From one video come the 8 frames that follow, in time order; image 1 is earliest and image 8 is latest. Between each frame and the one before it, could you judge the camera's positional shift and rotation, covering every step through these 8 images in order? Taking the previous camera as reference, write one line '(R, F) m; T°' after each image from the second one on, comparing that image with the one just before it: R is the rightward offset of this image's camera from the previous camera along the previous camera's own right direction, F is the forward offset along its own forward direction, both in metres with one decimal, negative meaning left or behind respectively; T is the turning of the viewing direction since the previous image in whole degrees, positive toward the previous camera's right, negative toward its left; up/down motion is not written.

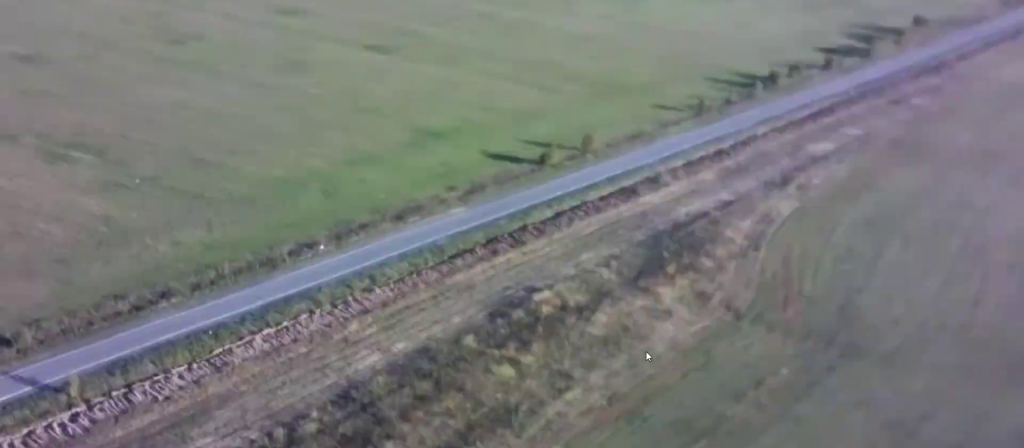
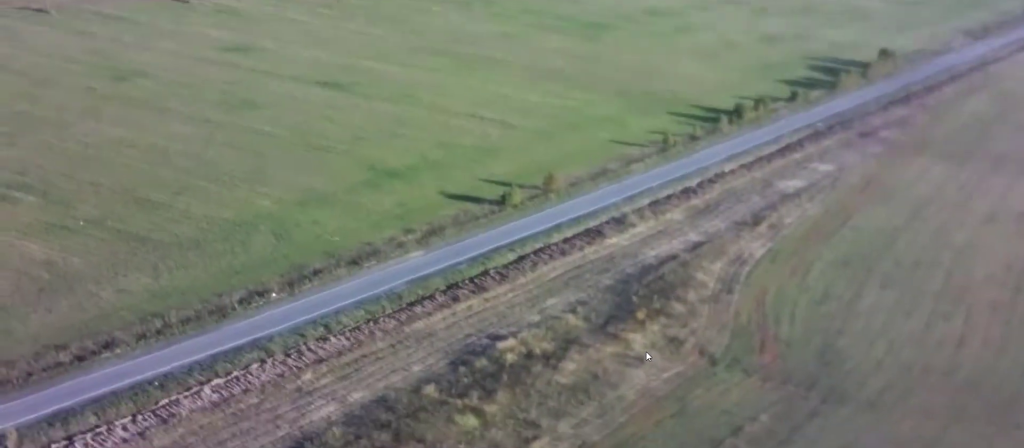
(-0.2, +11.4) m; -2°
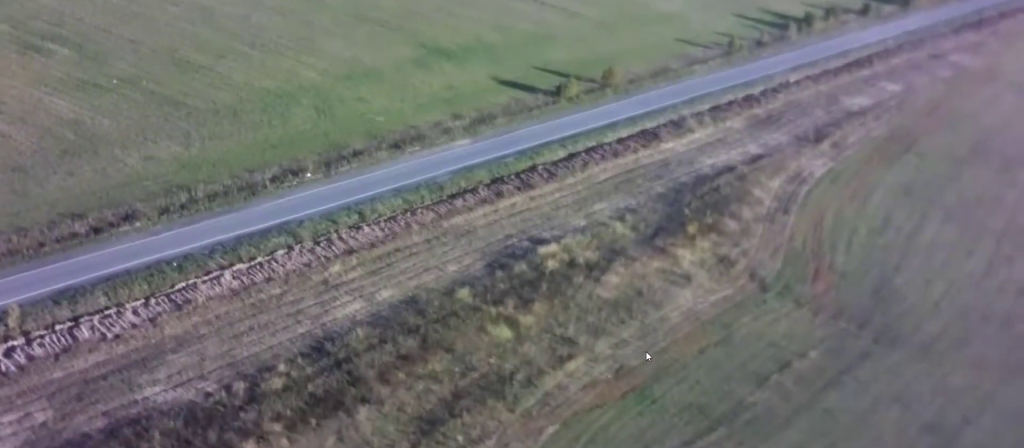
(+0.1, +8.0) m; -2°
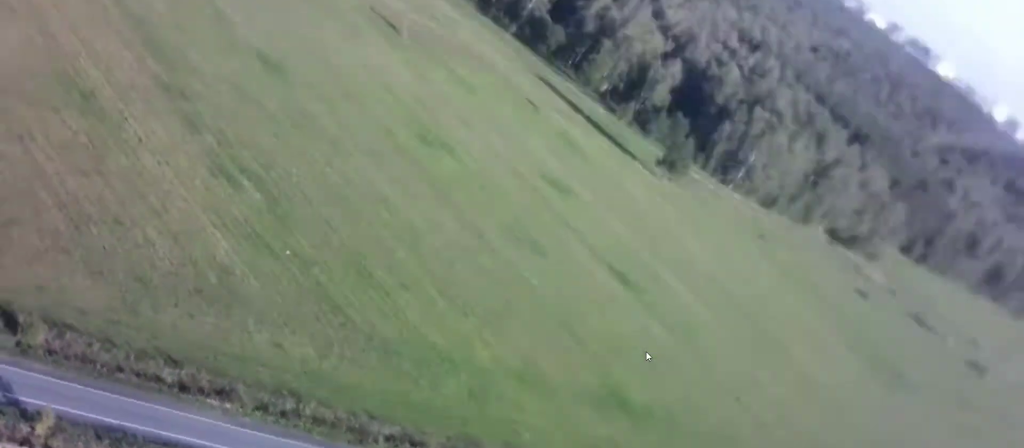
(-1.7, +17.8) m; -21°
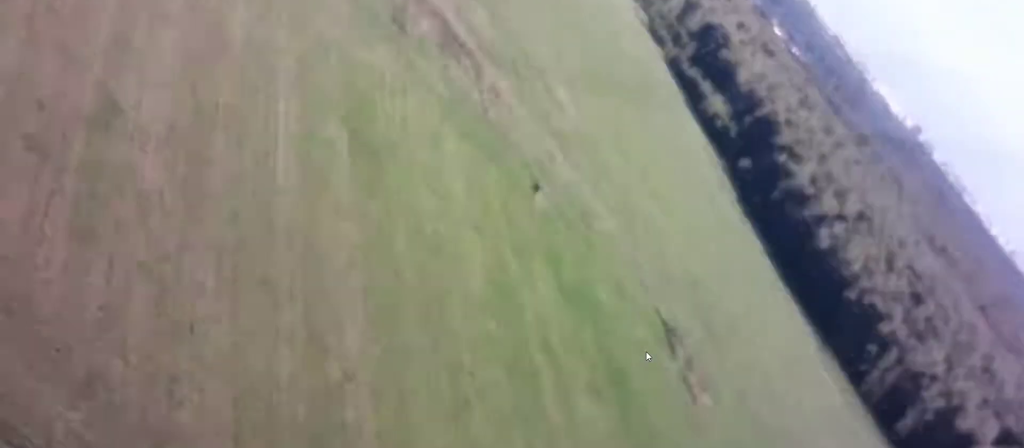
(-1.6, +8.7) m; -16°
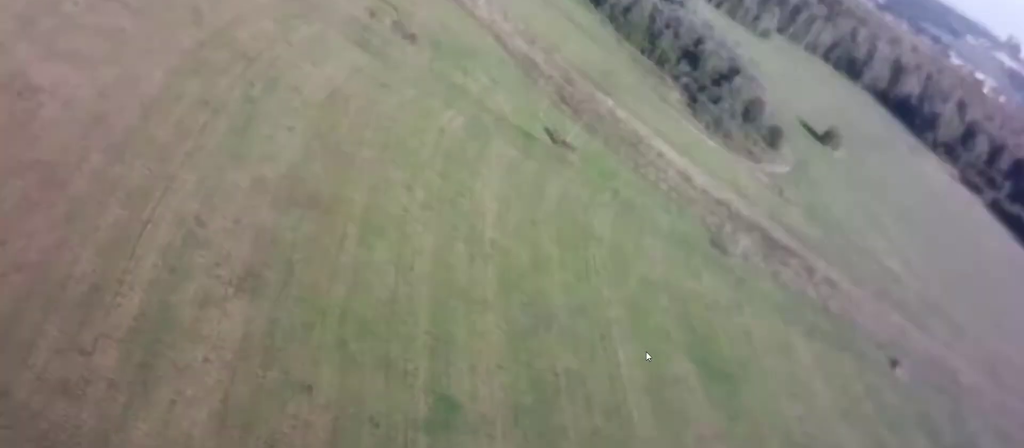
(-0.5, +6.8) m; -10°
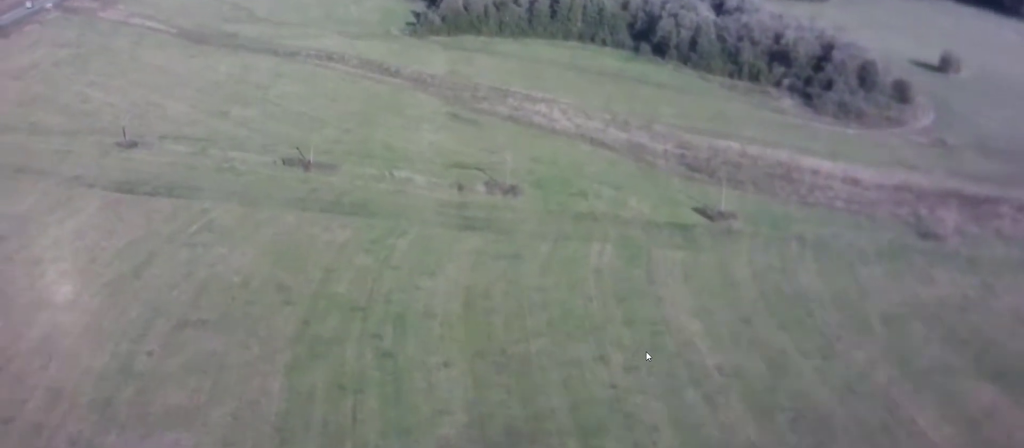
(-5.8, +37.1) m; -8°
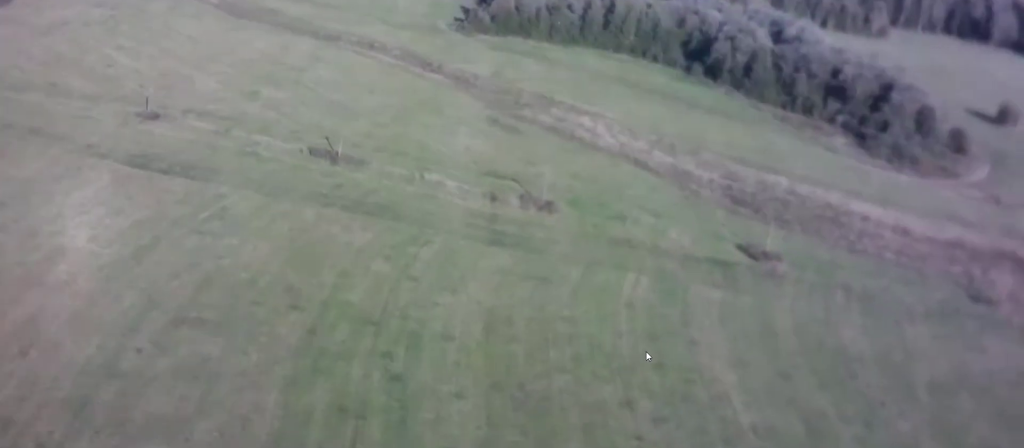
(-0.3, +17.3) m; -2°
